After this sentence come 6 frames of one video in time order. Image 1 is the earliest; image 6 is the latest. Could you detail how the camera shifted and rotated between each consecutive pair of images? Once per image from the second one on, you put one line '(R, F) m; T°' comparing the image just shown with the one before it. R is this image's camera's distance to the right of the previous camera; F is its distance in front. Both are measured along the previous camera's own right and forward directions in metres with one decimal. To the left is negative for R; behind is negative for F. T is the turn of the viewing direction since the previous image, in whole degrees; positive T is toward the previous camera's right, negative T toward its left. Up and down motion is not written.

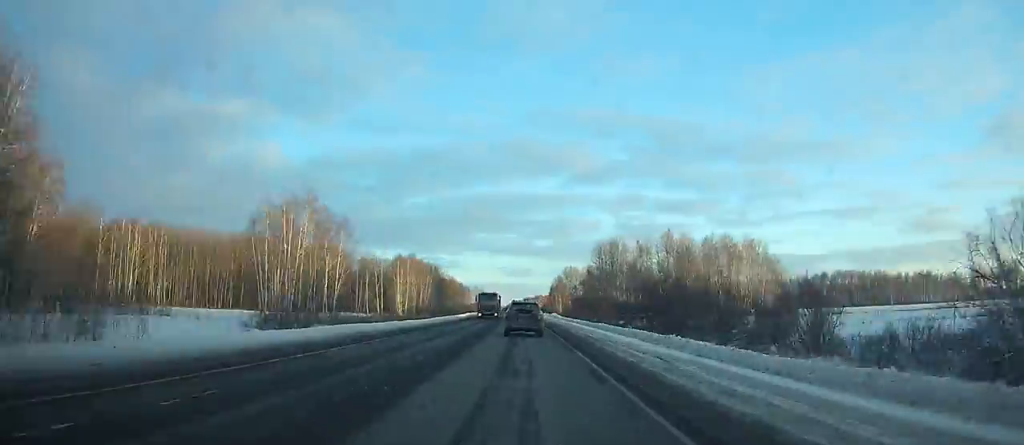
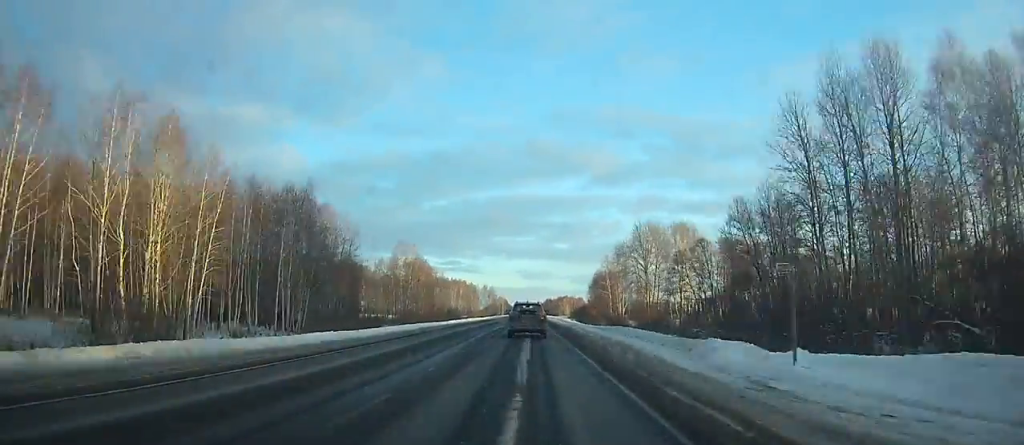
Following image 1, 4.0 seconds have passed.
(+2.3, +109.7) m; +1°
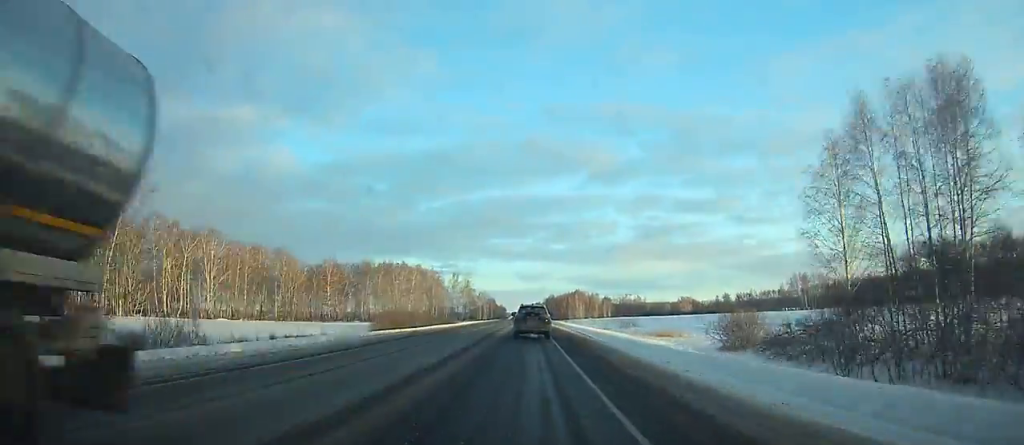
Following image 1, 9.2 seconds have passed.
(-0.9, +143.3) m; 0°
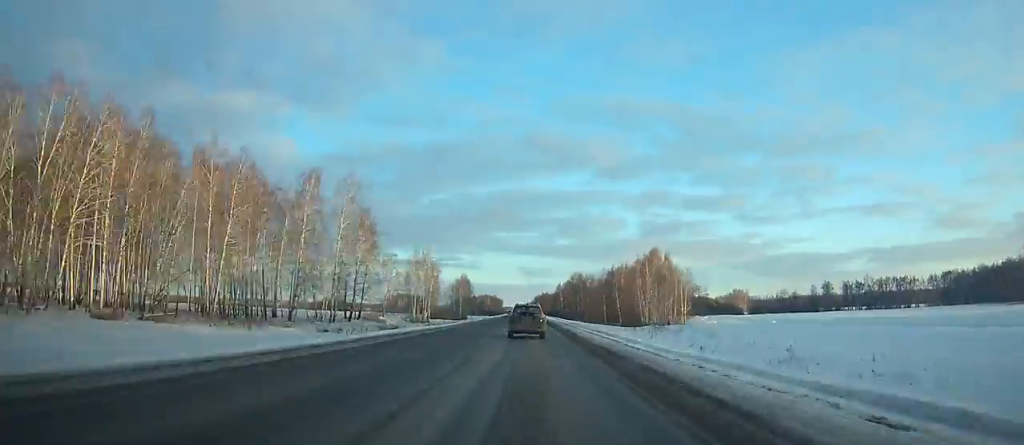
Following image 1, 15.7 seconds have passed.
(-0.8, +180.6) m; 0°
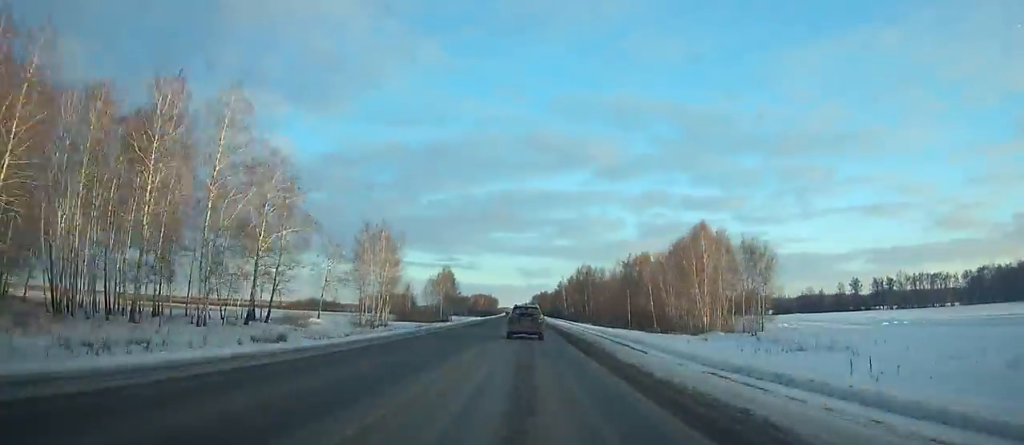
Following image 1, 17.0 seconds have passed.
(0.0, +36.3) m; 0°
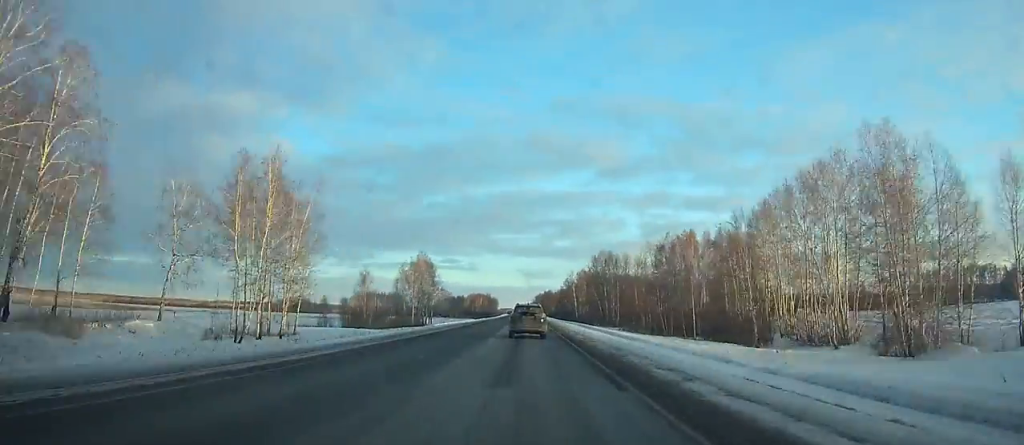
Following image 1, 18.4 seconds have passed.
(0.0, +39.2) m; 0°
